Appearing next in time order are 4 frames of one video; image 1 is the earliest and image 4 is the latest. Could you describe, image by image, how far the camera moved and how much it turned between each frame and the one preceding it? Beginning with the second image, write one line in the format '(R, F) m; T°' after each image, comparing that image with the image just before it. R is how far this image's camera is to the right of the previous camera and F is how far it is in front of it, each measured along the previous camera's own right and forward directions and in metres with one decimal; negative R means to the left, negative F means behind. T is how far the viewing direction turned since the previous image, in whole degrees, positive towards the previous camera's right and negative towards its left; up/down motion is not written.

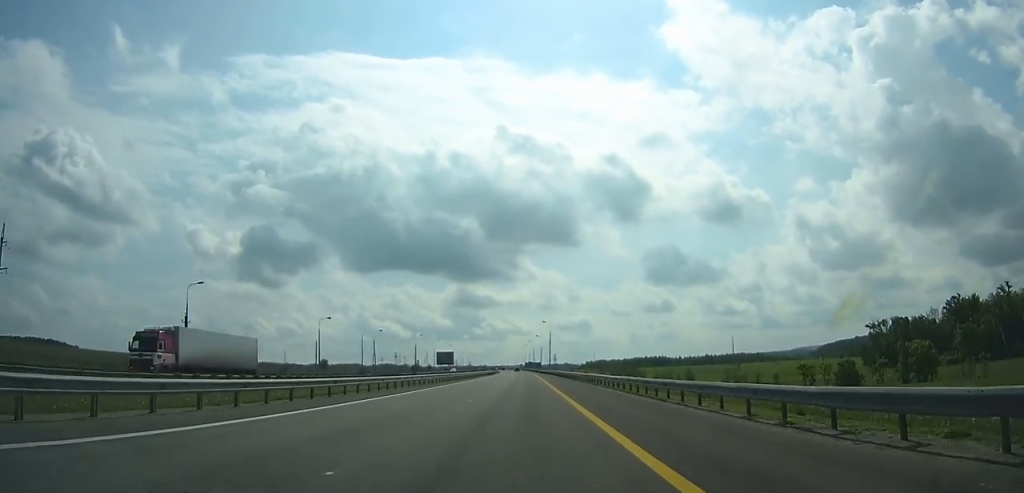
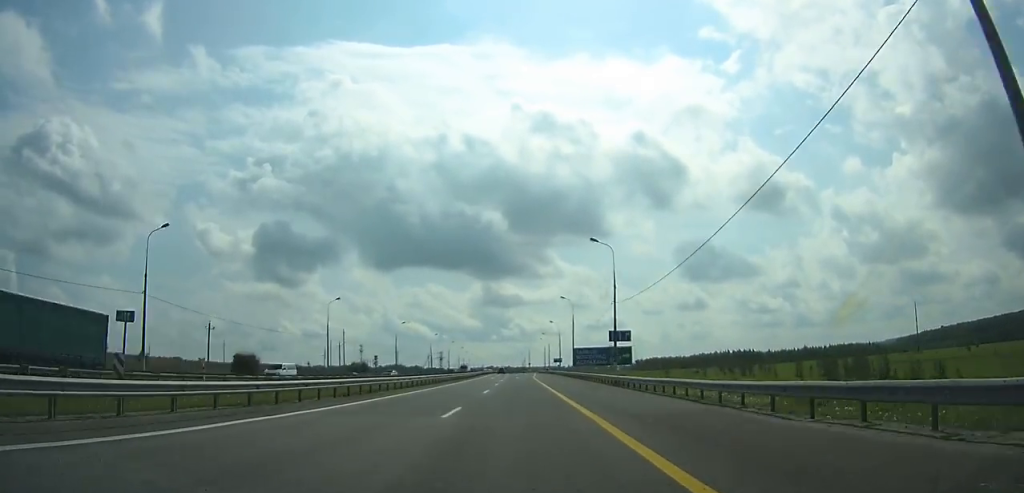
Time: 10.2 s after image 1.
(-4.5, +220.8) m; -3°
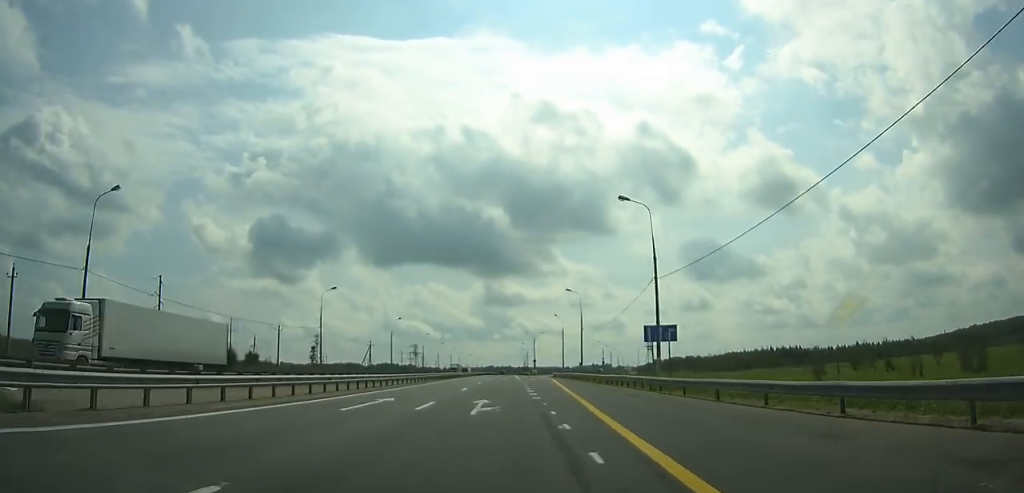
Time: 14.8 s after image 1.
(-0.8, +92.4) m; 0°
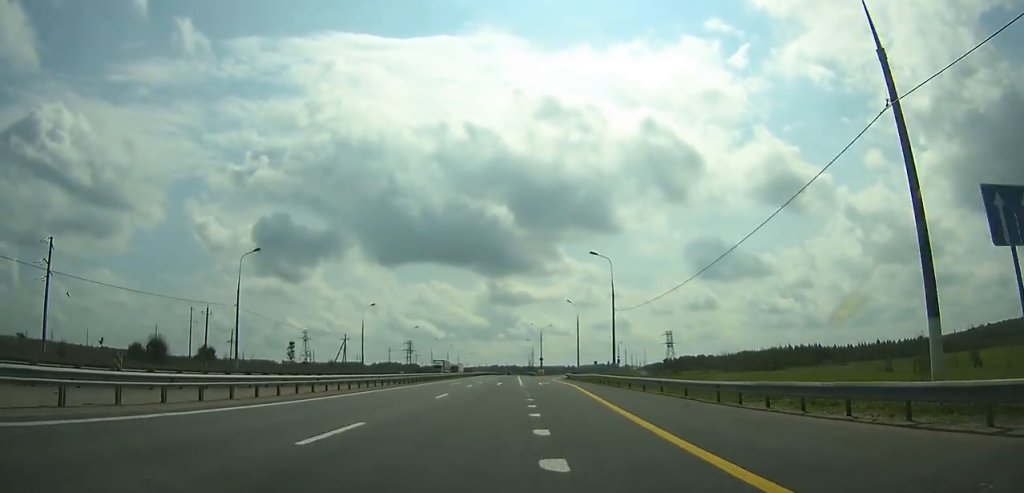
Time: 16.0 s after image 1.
(-0.2, +23.3) m; 0°
